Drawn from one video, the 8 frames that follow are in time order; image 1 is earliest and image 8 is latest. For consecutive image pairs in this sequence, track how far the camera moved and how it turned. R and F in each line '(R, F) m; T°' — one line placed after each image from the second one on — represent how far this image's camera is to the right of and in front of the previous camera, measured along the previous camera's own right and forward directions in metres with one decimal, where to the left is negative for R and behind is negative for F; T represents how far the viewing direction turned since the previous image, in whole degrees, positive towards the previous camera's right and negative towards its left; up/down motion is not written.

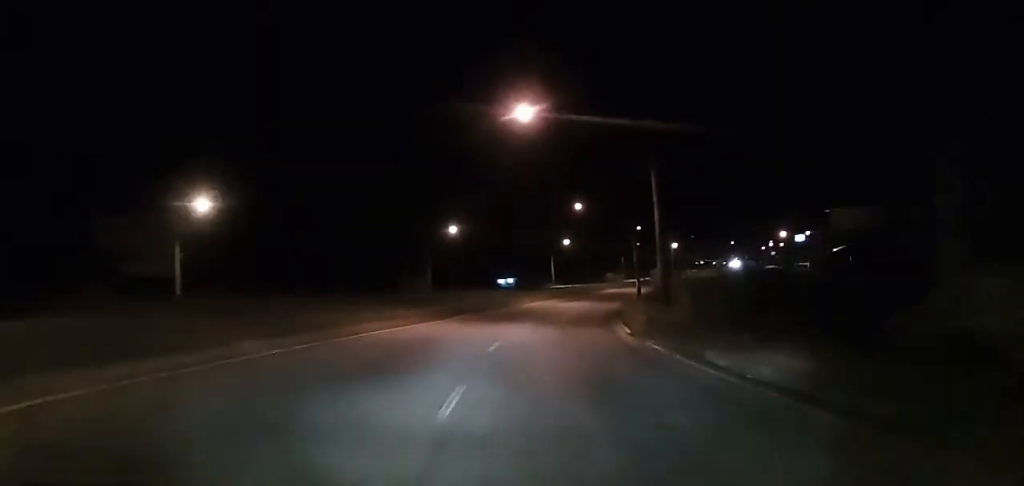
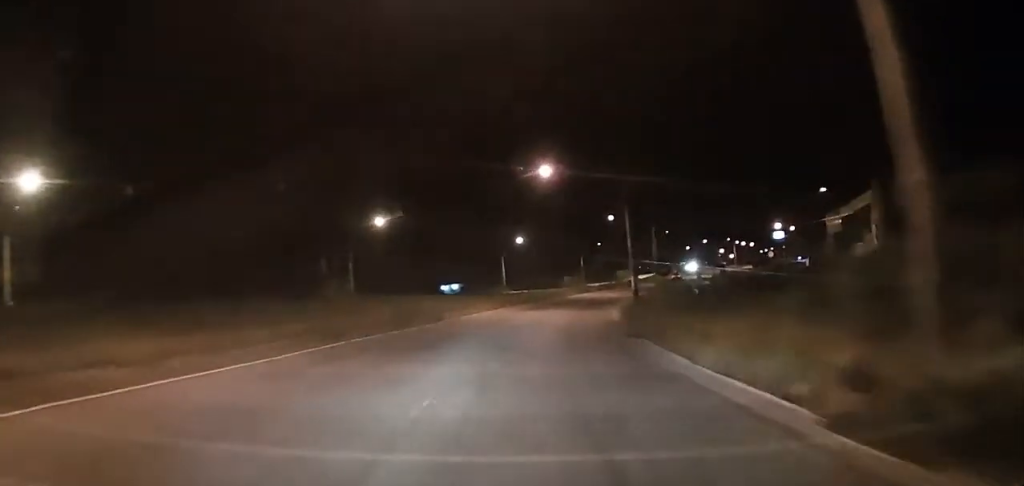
(+0.9, +18.2) m; +4°
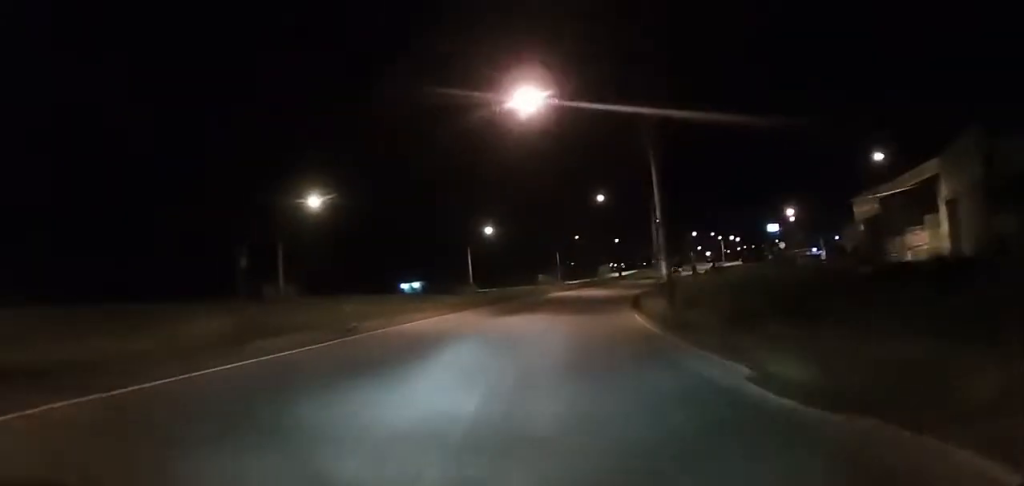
(+0.3, +14.3) m; +3°
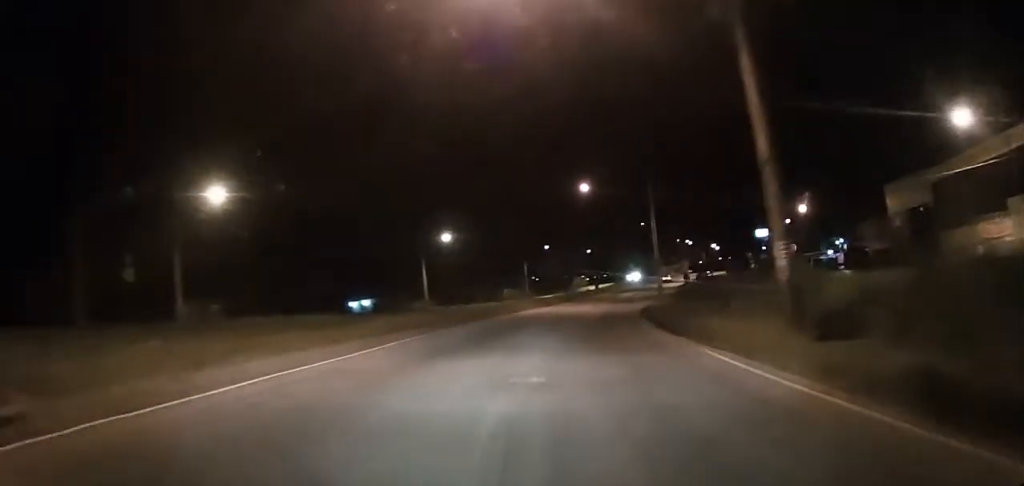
(+0.3, +13.6) m; +3°
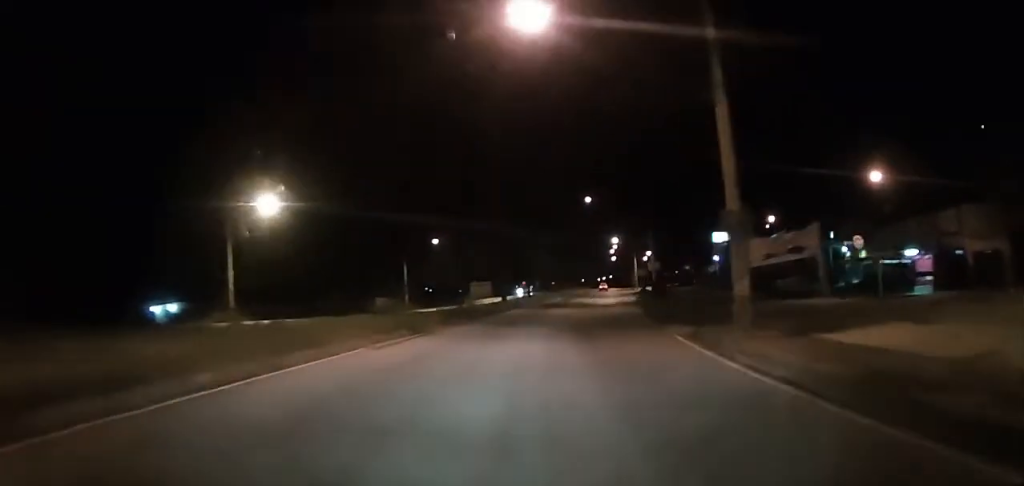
(+2.2, +32.5) m; +8°
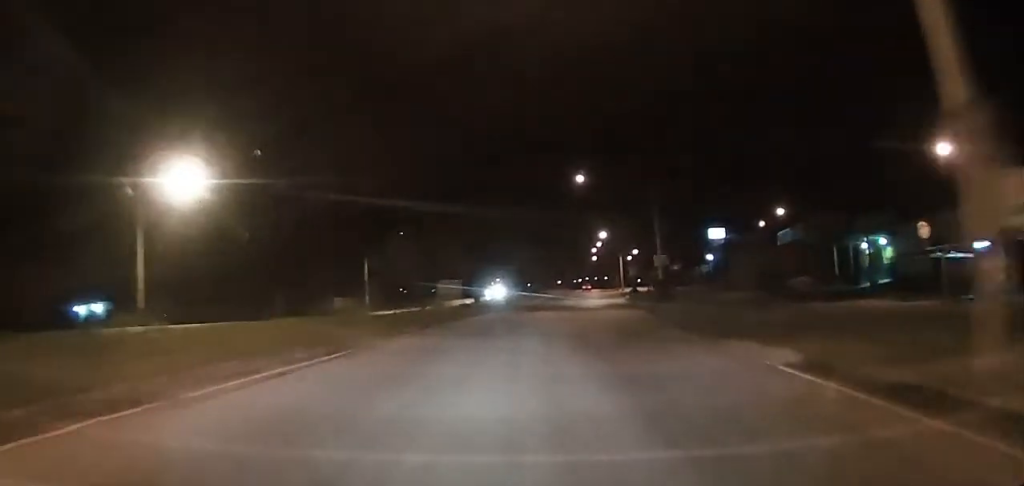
(+0.7, +10.0) m; +3°
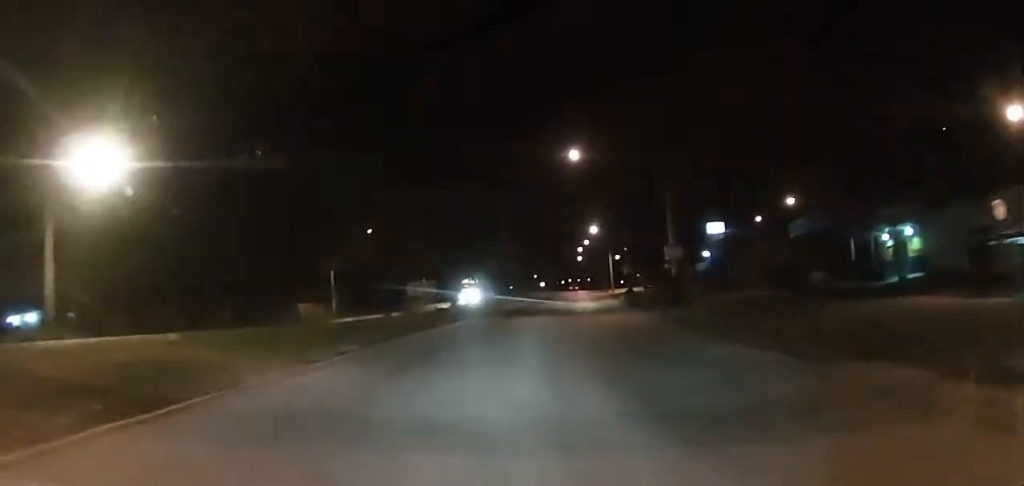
(+0.2, +7.7) m; +2°
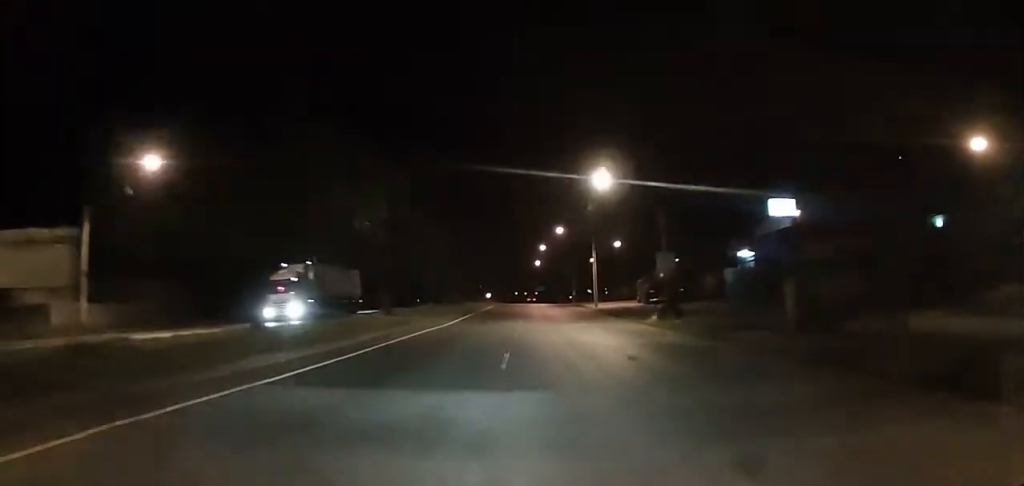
(+2.3, +35.7) m; +7°
